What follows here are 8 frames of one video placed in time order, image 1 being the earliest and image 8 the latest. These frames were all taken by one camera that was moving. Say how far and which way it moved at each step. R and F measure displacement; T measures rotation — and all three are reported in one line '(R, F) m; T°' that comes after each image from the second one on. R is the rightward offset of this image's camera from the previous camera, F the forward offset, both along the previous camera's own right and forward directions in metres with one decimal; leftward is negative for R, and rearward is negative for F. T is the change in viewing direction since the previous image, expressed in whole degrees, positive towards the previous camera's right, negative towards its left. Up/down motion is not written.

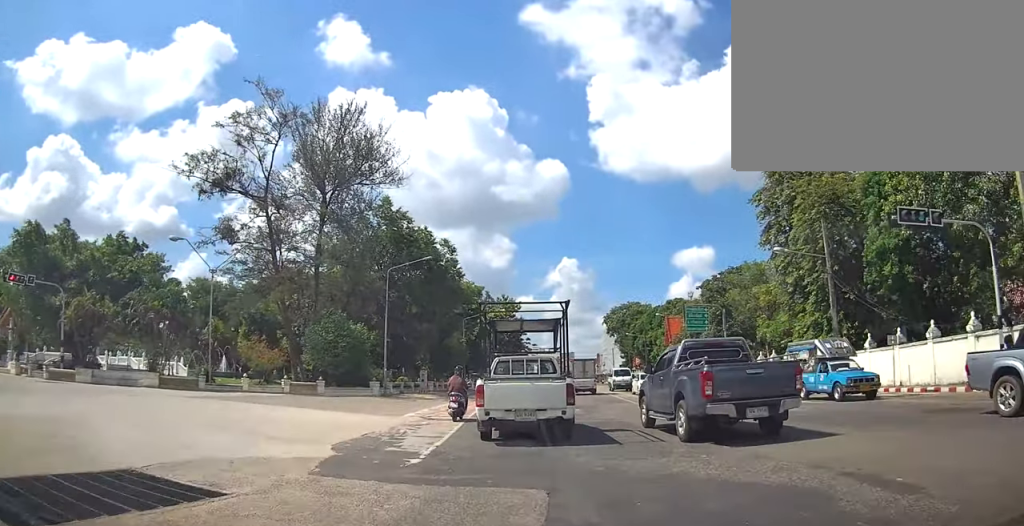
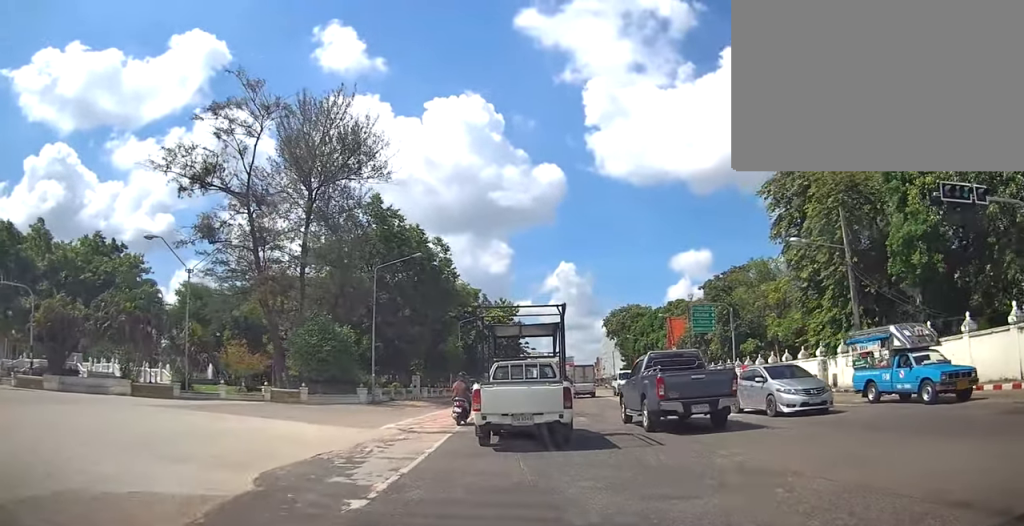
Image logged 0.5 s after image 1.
(-0.1, +2.5) m; -3°
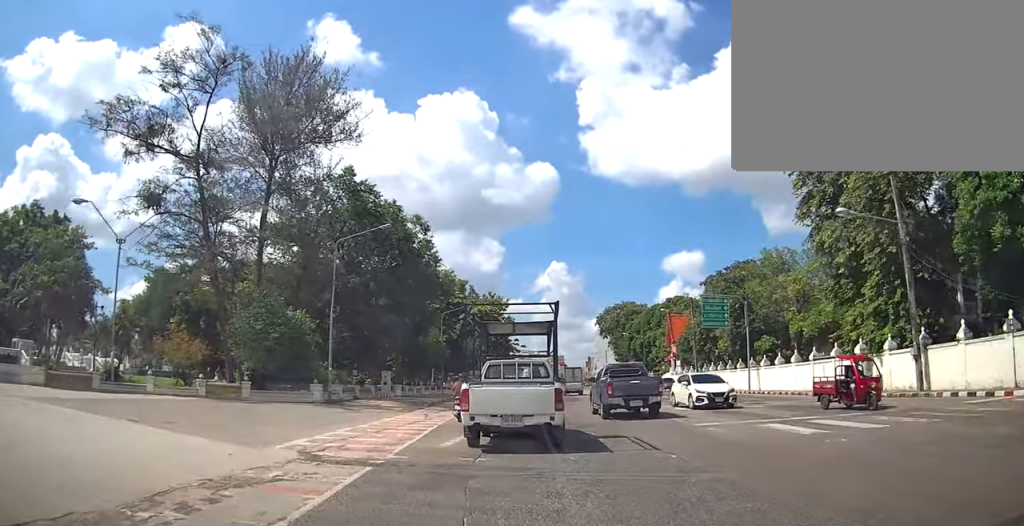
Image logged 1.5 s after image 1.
(-0.9, +5.9) m; -2°
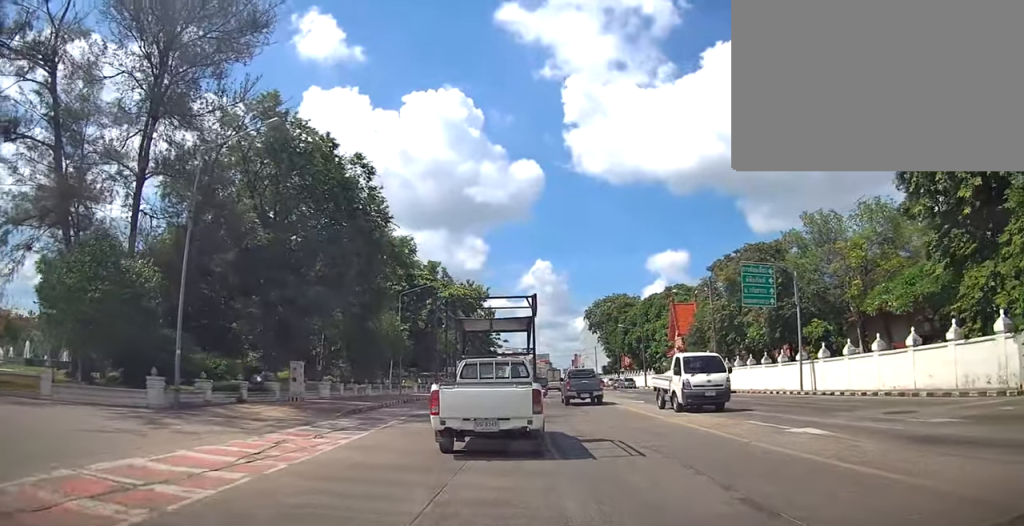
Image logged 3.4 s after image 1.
(+1.4, +12.3) m; +1°
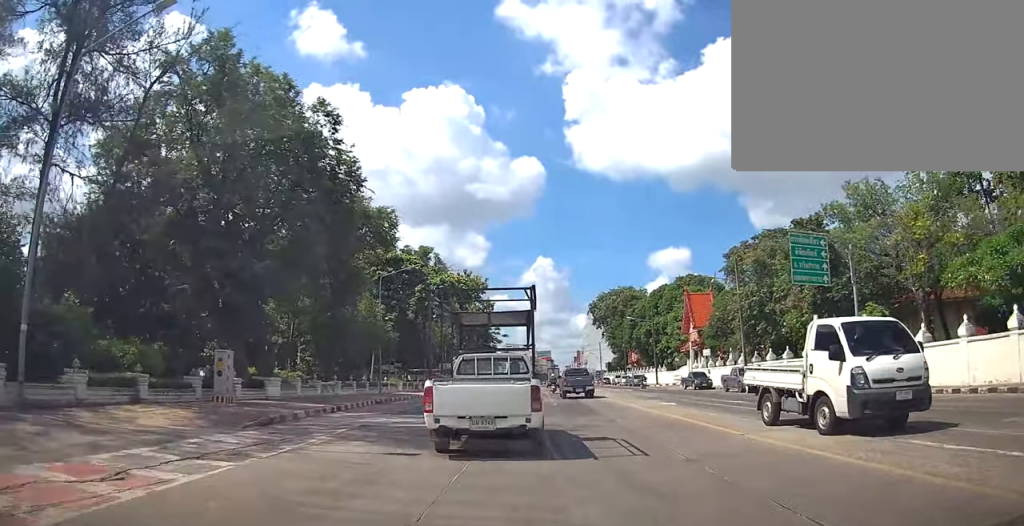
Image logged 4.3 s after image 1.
(-0.7, +7.0) m; 0°
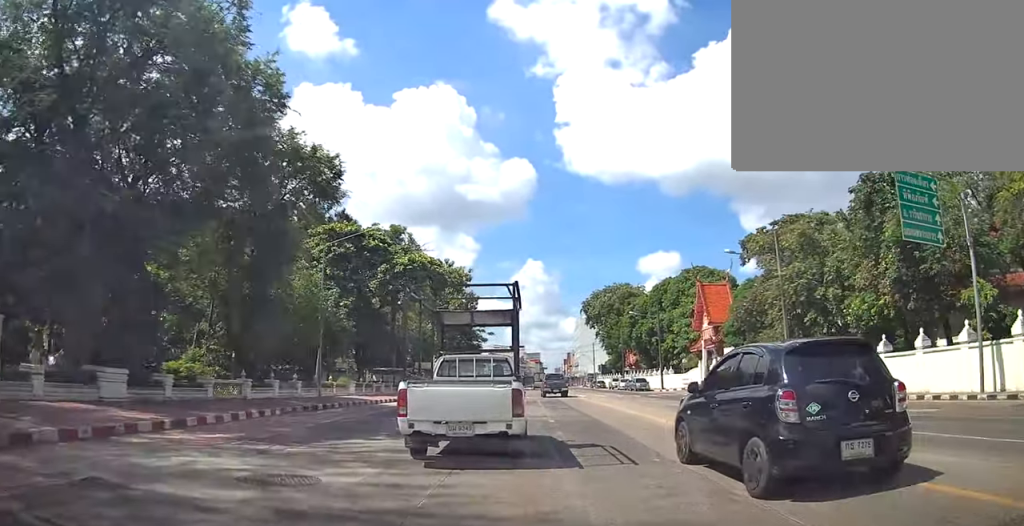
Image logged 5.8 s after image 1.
(+0.4, +10.7) m; +1°
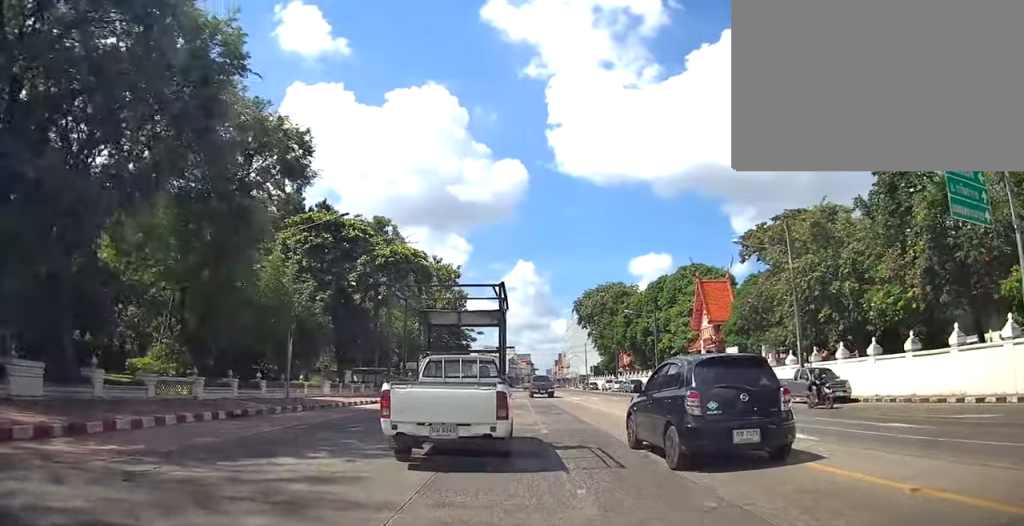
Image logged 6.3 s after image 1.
(-0.3, +3.2) m; 0°
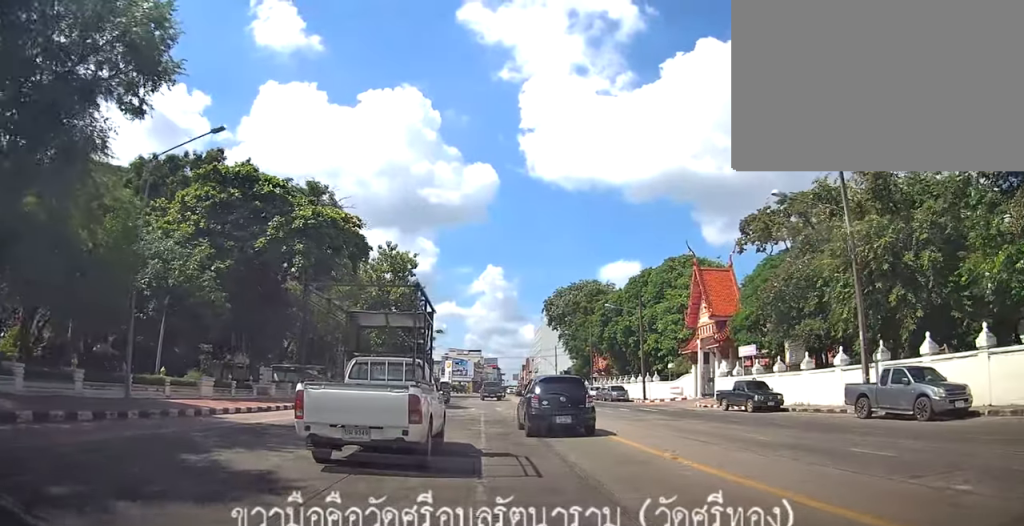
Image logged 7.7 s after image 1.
(+0.6, +10.5) m; +2°
